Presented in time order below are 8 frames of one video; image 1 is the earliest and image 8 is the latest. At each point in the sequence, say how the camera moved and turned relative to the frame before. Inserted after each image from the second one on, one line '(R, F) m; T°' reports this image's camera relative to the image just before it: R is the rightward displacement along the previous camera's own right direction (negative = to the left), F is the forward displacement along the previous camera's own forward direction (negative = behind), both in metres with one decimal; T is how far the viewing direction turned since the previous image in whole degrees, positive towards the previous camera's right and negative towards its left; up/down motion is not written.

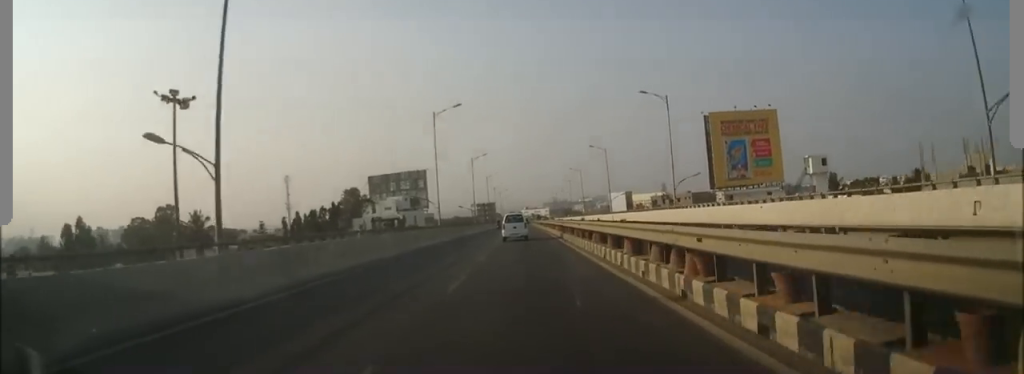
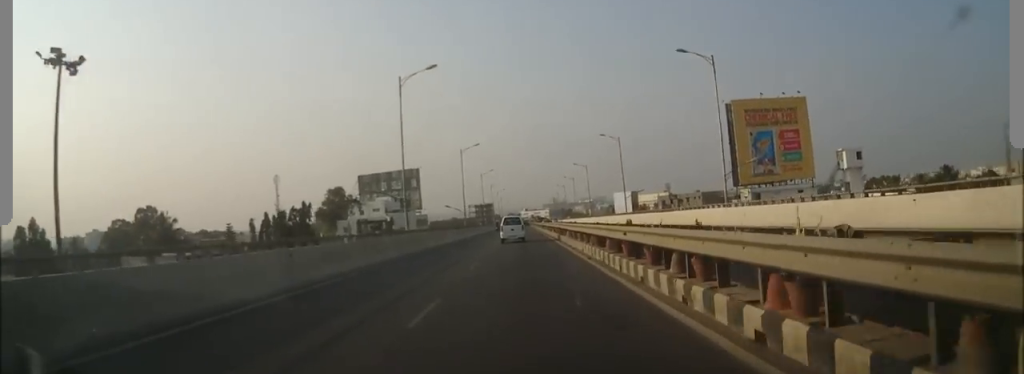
(0.0, +11.5) m; 0°
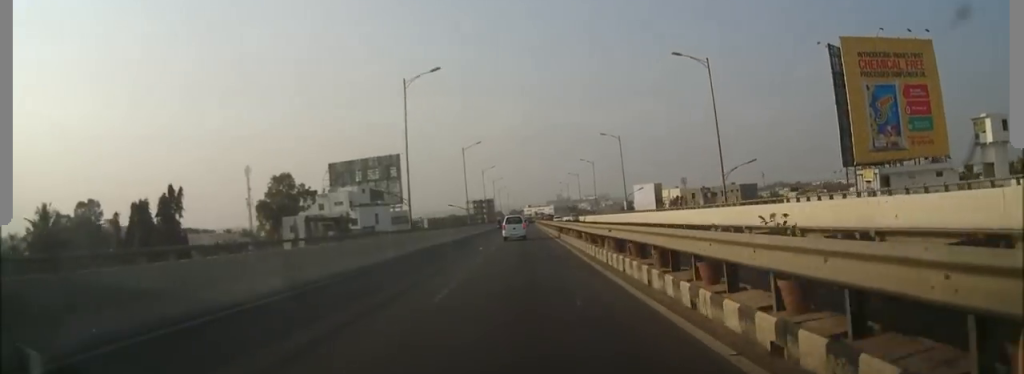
(+0.3, +31.6) m; +1°
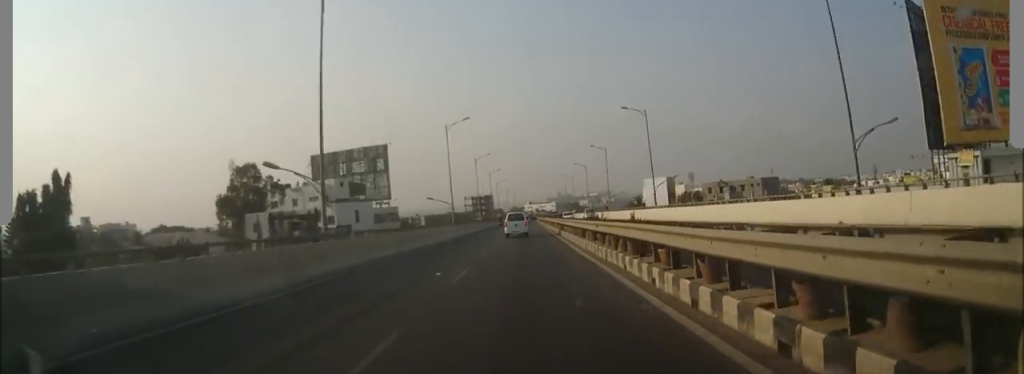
(0.0, +14.7) m; -1°
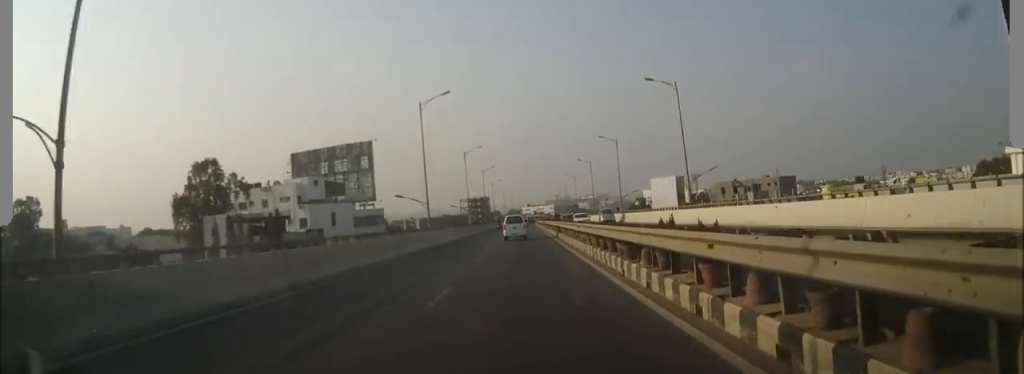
(0.0, +12.0) m; -1°
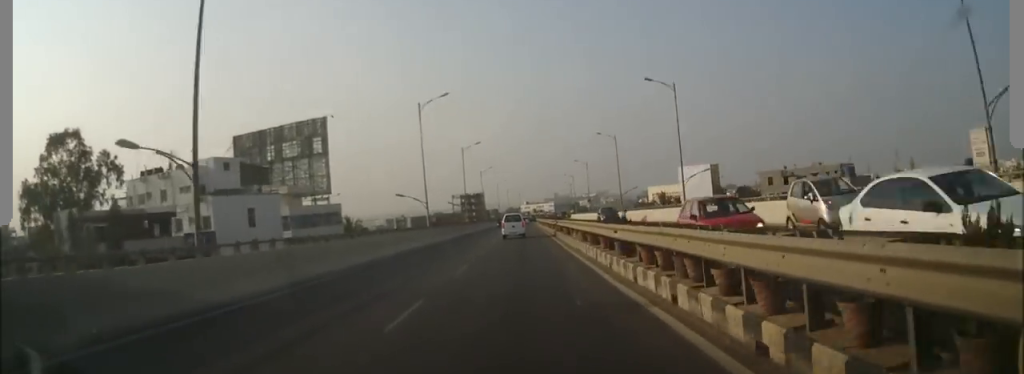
(-0.1, +29.2) m; +2°
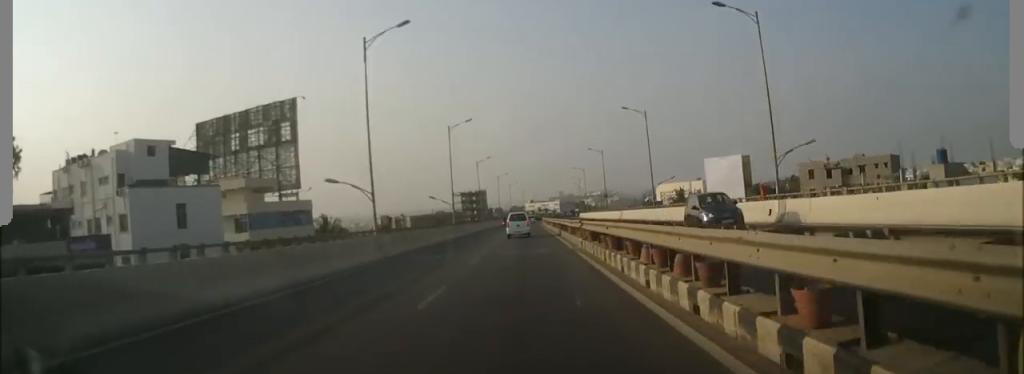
(+0.3, +16.2) m; 0°
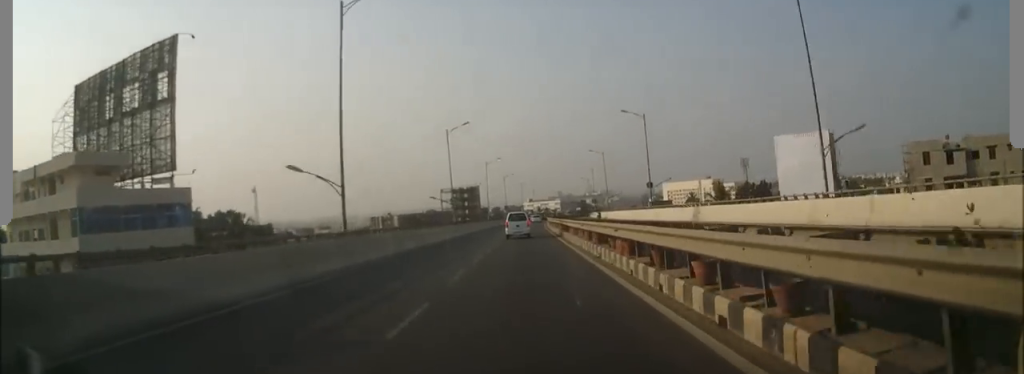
(-0.4, +33.1) m; -2°
